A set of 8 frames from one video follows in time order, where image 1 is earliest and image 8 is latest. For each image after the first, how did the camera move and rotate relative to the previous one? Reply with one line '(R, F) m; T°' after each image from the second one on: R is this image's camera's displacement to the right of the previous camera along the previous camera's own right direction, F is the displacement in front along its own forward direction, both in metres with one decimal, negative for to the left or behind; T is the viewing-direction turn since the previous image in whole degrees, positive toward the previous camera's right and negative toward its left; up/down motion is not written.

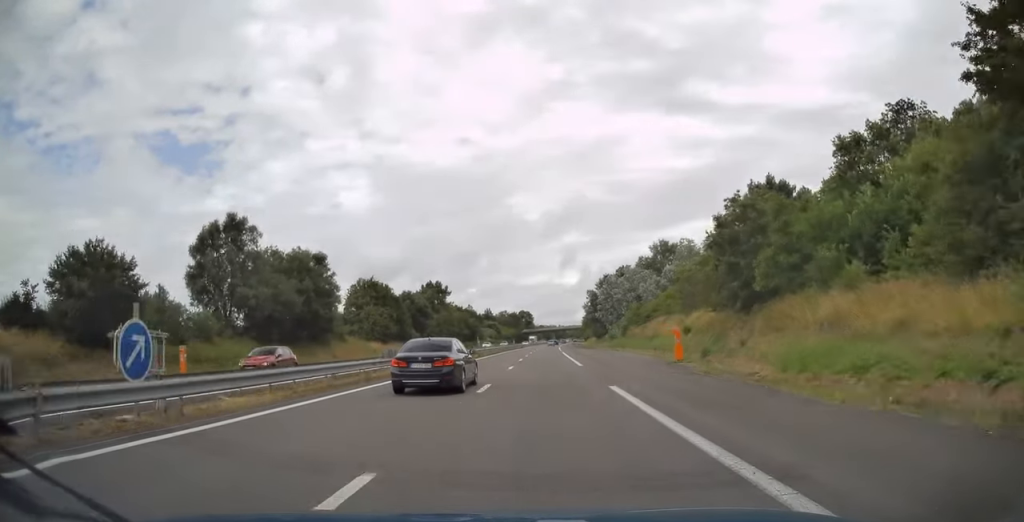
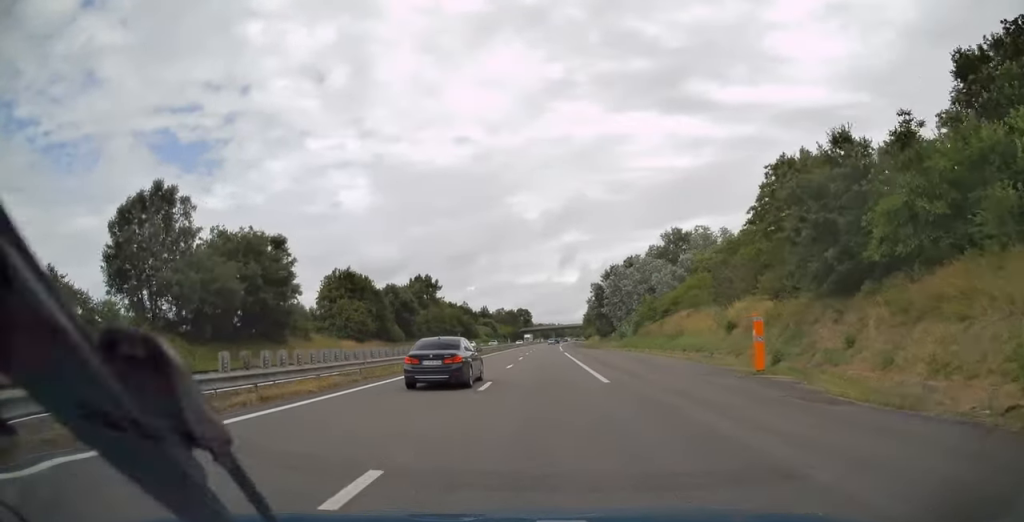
(0.0, +12.9) m; 0°
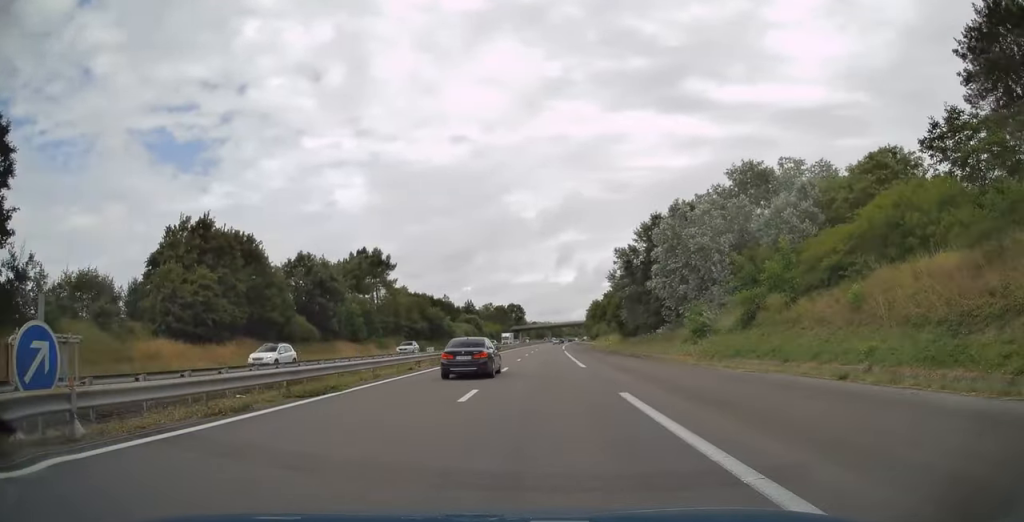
(+0.2, +42.3) m; 0°
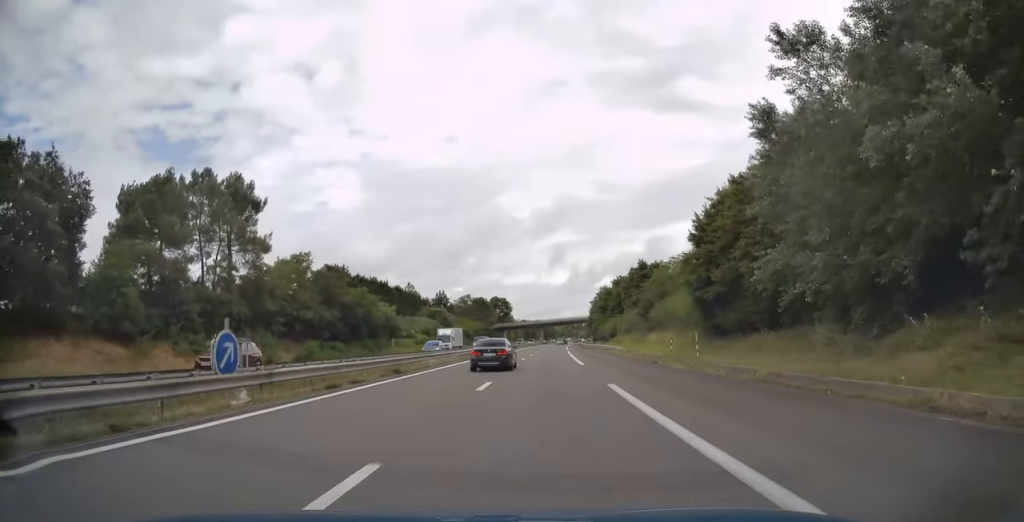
(+0.4, +49.4) m; +1°
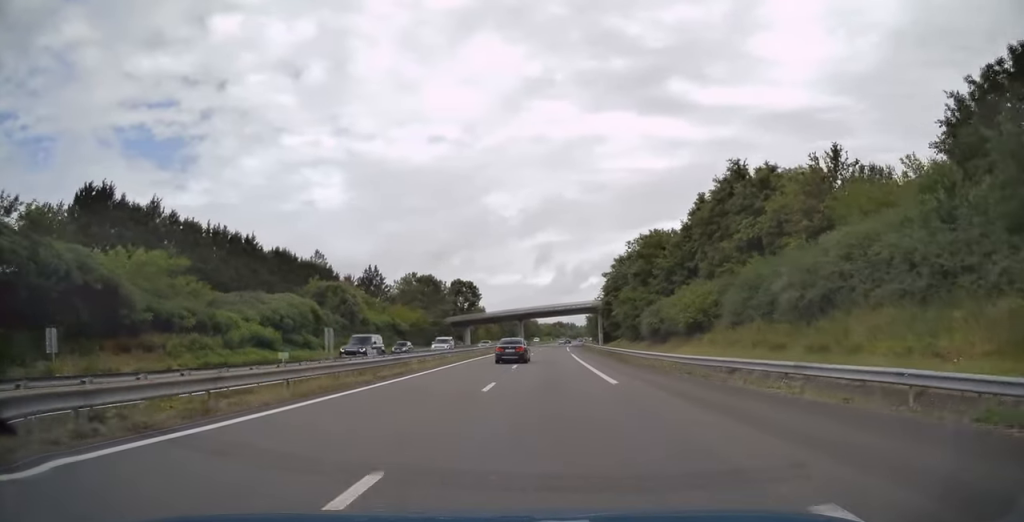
(+0.8, +66.2) m; +1°
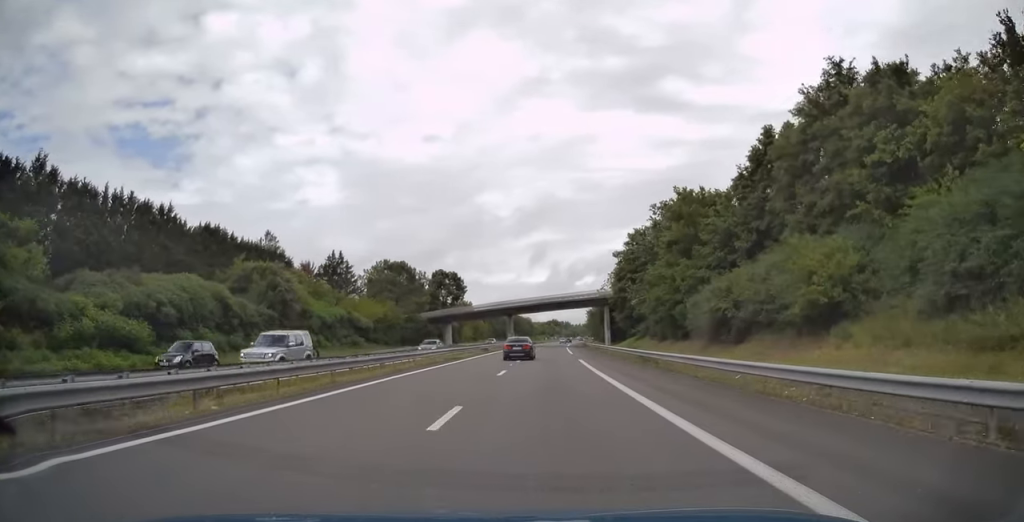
(+0.1, +20.5) m; 0°
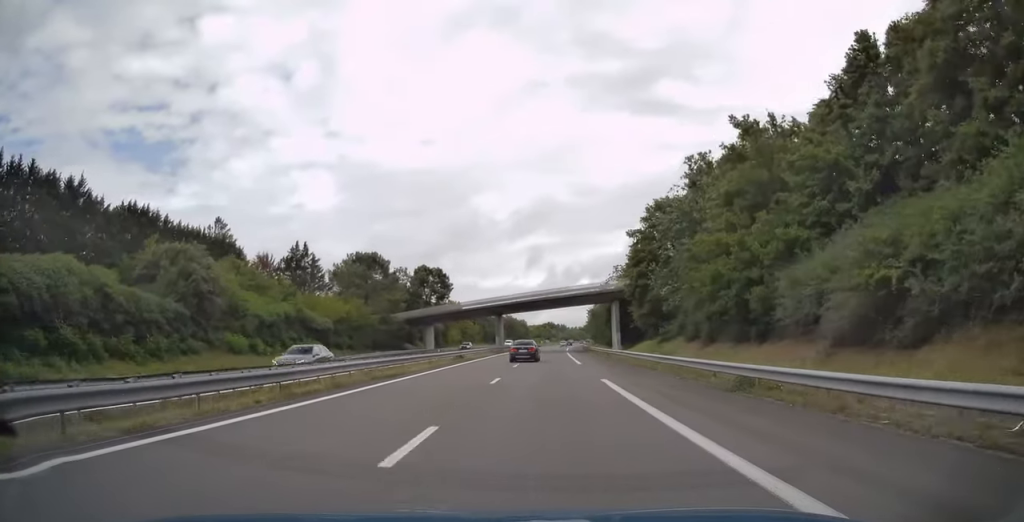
(+0.1, +15.6) m; 0°
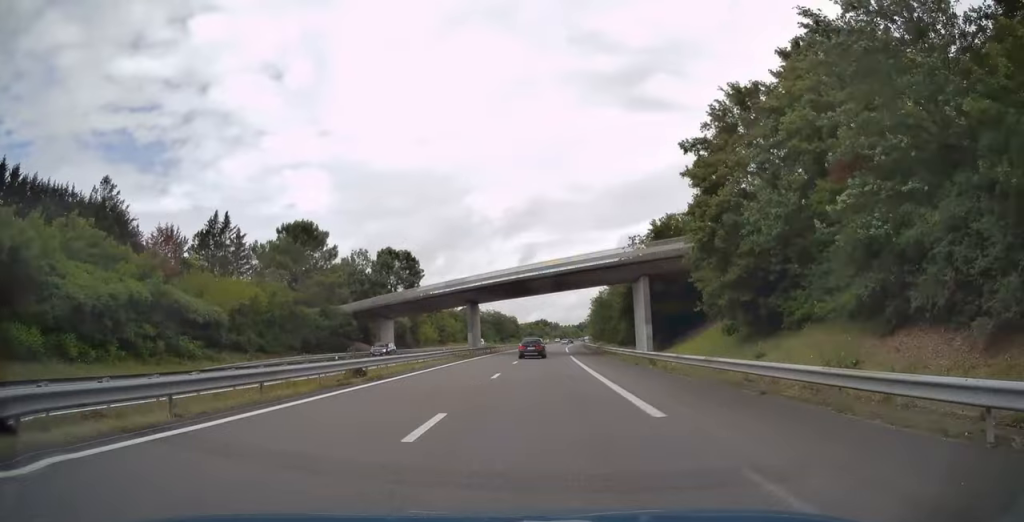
(+0.1, +24.9) m; +1°
